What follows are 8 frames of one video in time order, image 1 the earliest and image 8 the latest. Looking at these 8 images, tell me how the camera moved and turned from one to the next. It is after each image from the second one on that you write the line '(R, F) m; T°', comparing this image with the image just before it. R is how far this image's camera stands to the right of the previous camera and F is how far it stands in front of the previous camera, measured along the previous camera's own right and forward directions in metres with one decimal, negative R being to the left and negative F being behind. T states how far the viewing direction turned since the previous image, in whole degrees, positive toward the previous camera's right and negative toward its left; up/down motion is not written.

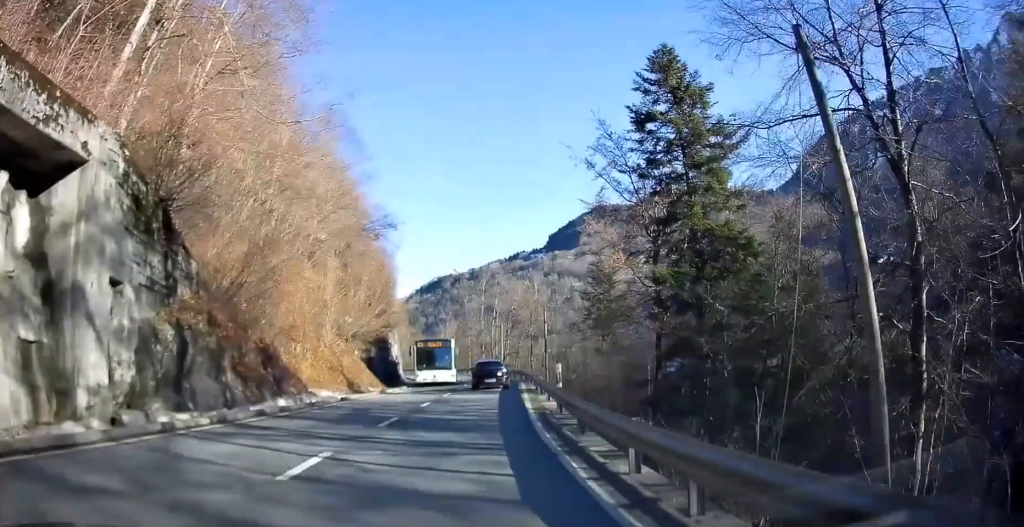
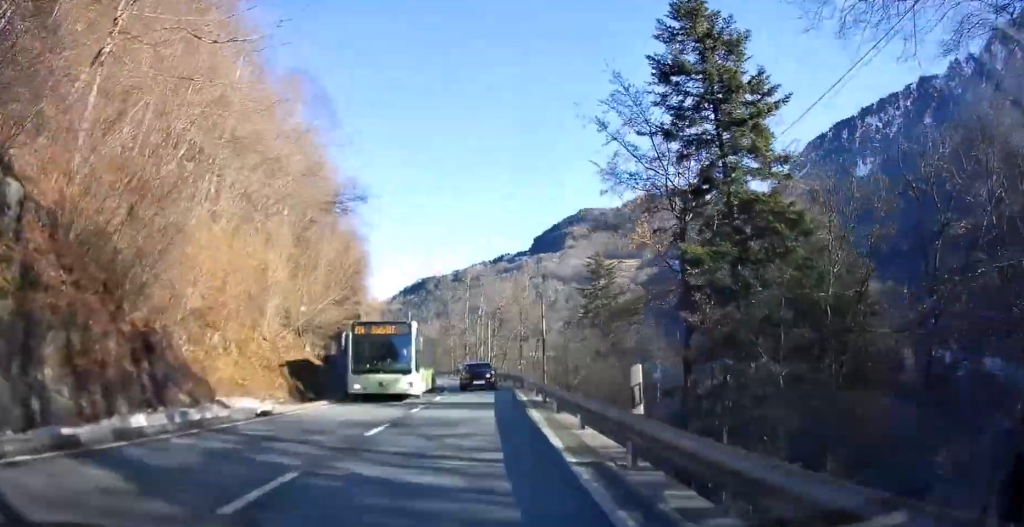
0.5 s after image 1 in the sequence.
(0.0, +7.9) m; +1°
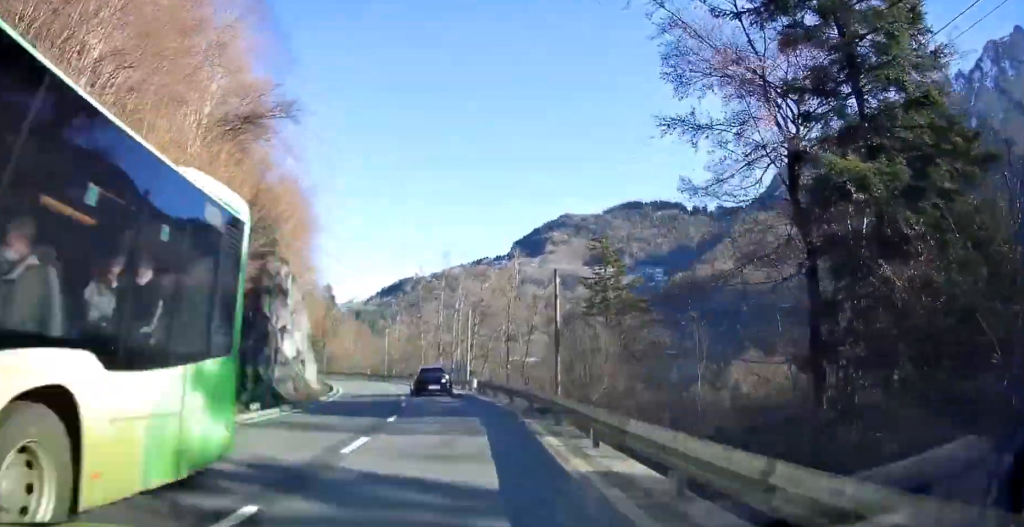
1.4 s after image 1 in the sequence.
(+0.2, +13.2) m; 0°
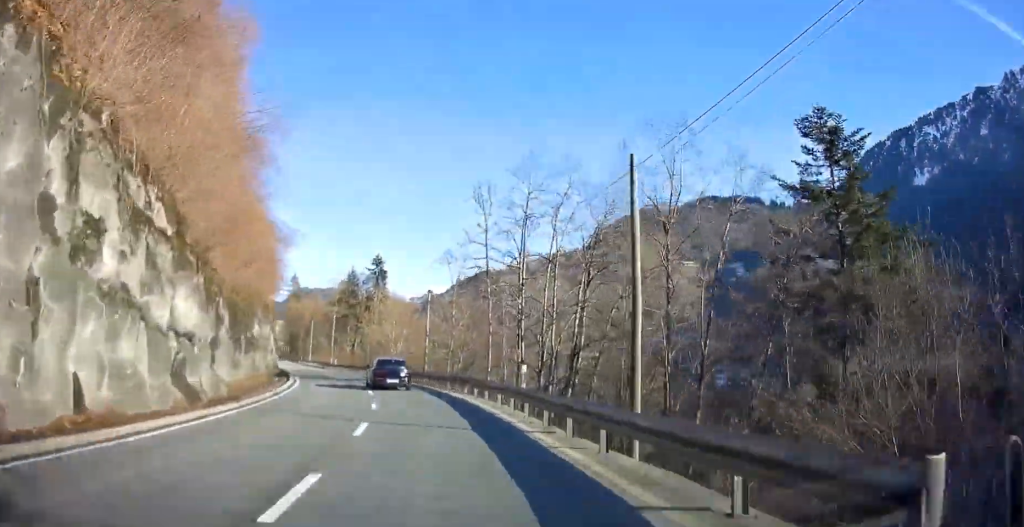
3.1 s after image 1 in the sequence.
(-1.5, +28.3) m; -7°
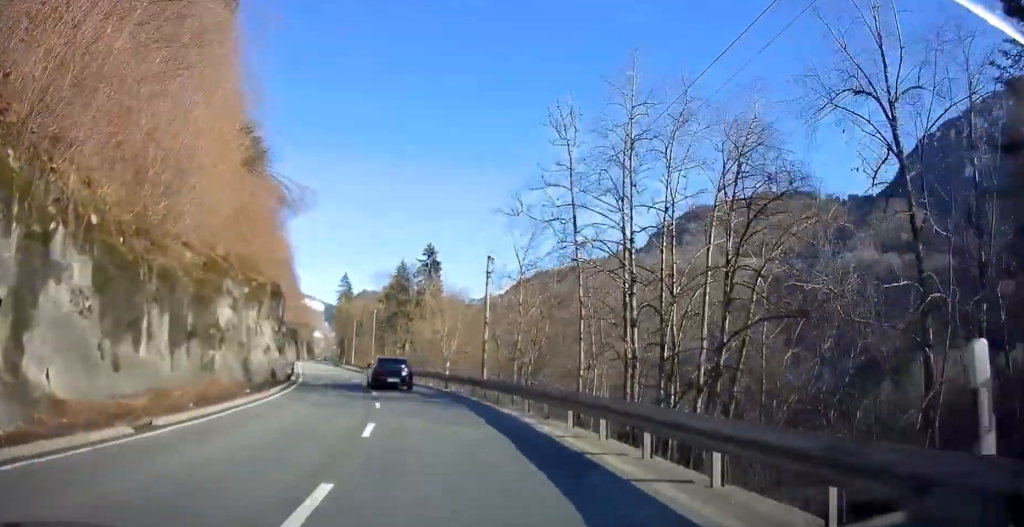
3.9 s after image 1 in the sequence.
(-0.4, +13.0) m; -4°
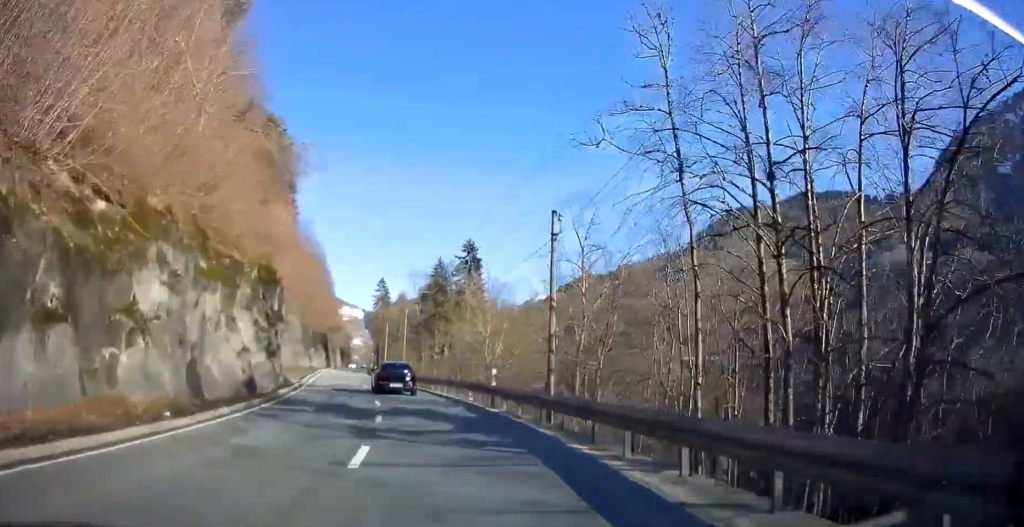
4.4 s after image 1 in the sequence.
(-0.1, +8.5) m; -3°
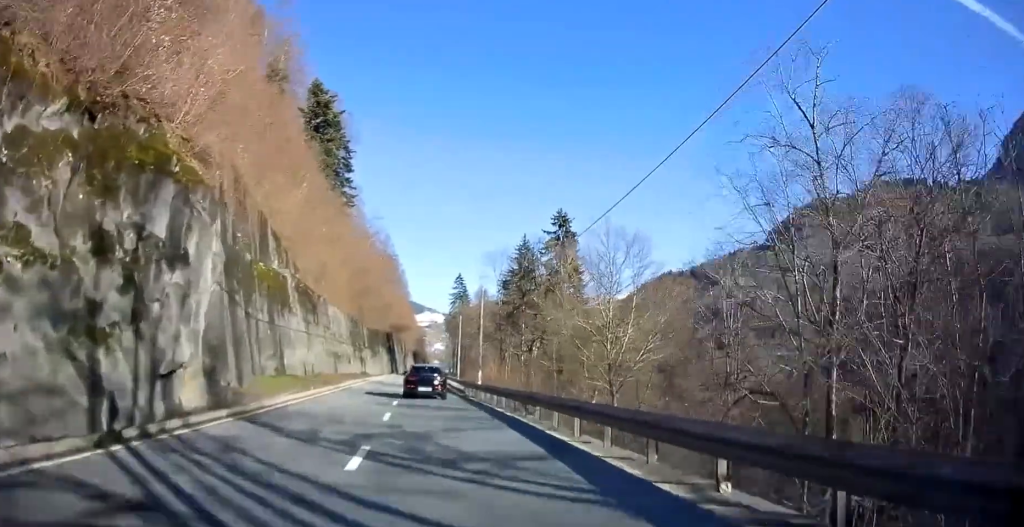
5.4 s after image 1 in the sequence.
(-0.8, +18.0) m; -7°
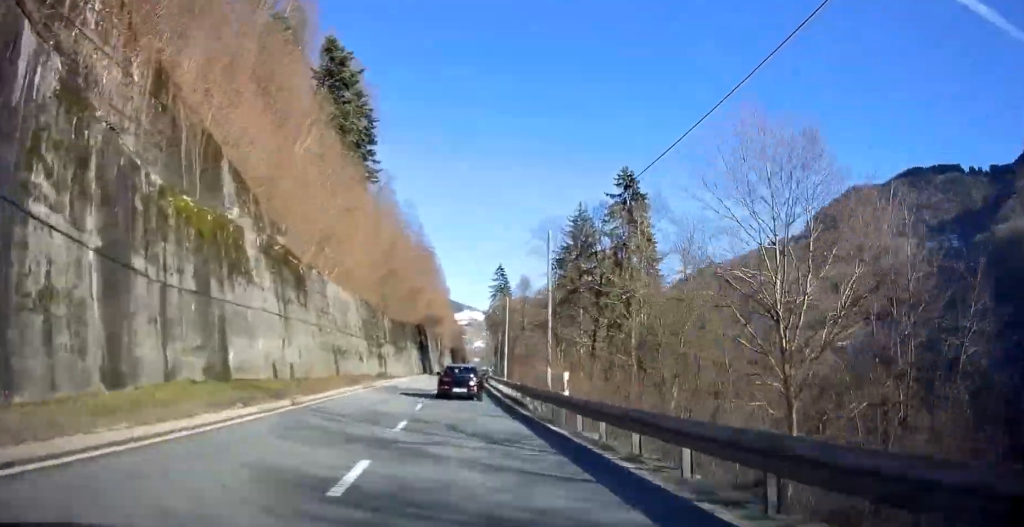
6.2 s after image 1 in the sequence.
(-0.9, +14.6) m; -3°
